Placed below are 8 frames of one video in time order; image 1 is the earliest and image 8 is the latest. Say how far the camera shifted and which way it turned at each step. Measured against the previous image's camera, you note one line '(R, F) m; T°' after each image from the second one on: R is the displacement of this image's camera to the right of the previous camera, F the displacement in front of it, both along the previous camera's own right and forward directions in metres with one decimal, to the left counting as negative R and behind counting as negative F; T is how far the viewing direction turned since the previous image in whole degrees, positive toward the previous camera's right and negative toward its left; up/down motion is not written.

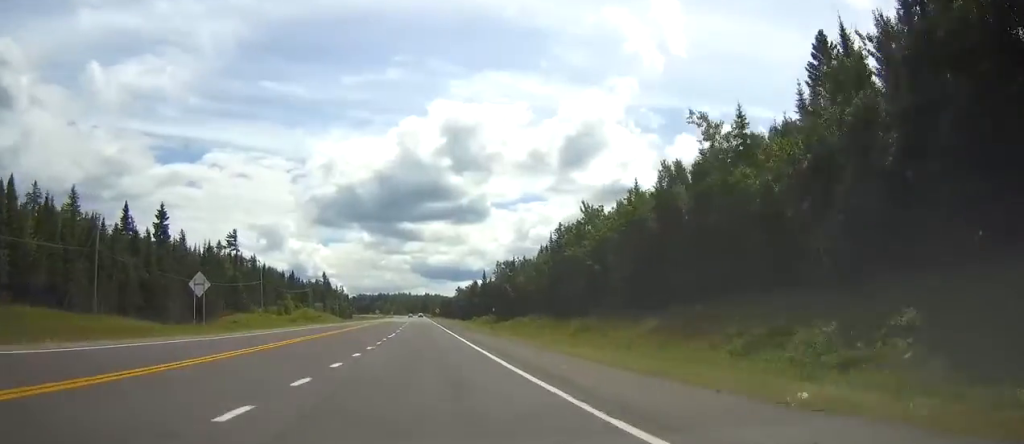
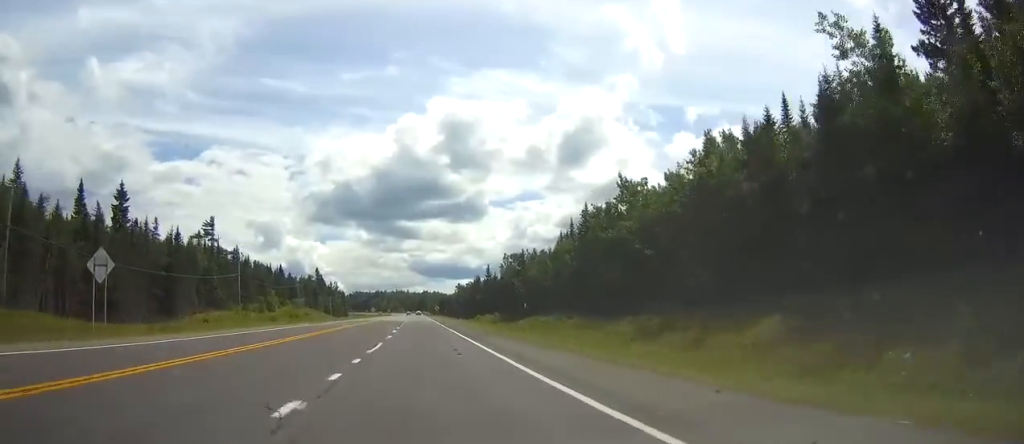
(+0.1, +15.5) m; 0°
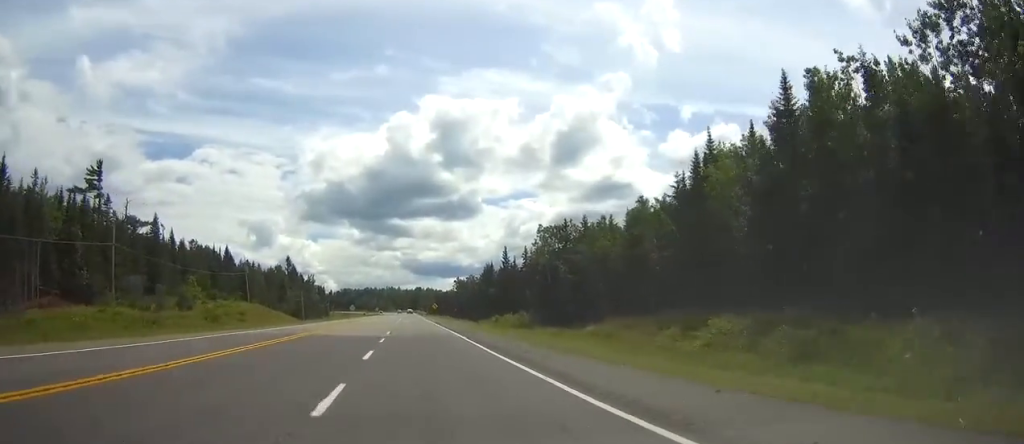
(+0.2, +47.5) m; 0°
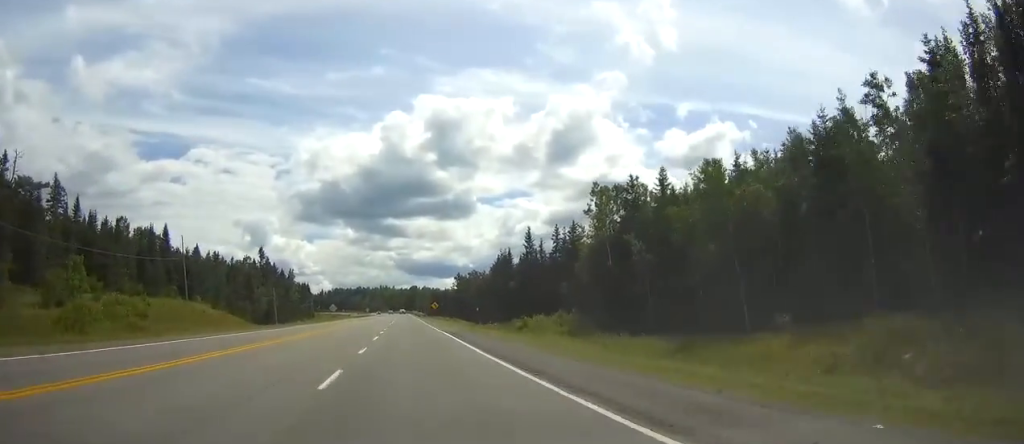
(+0.2, +33.0) m; +1°
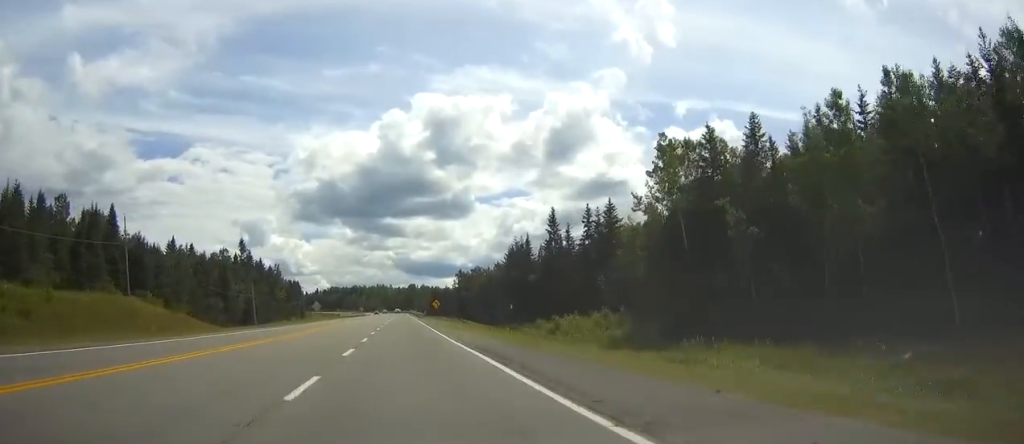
(+0.1, +19.6) m; -1°
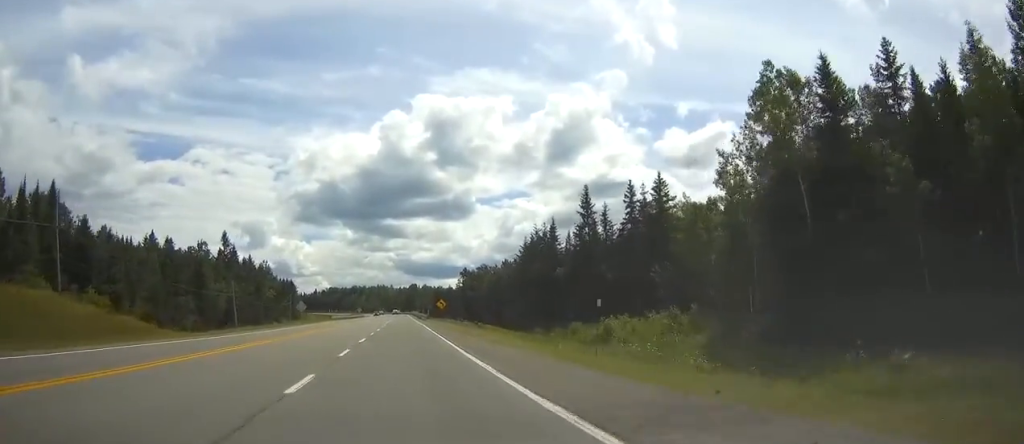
(+0.3, +16.5) m; -1°
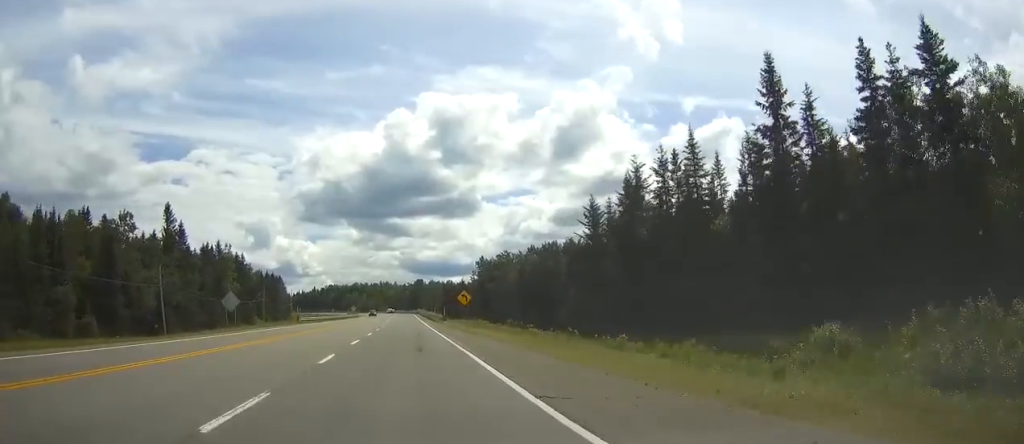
(-1.6, +39.0) m; -3°
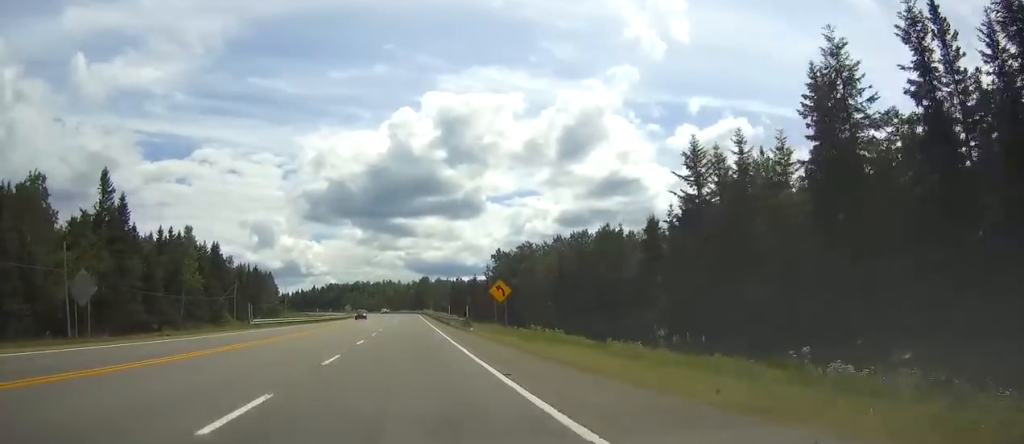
(0.0, +26.7) m; 0°
